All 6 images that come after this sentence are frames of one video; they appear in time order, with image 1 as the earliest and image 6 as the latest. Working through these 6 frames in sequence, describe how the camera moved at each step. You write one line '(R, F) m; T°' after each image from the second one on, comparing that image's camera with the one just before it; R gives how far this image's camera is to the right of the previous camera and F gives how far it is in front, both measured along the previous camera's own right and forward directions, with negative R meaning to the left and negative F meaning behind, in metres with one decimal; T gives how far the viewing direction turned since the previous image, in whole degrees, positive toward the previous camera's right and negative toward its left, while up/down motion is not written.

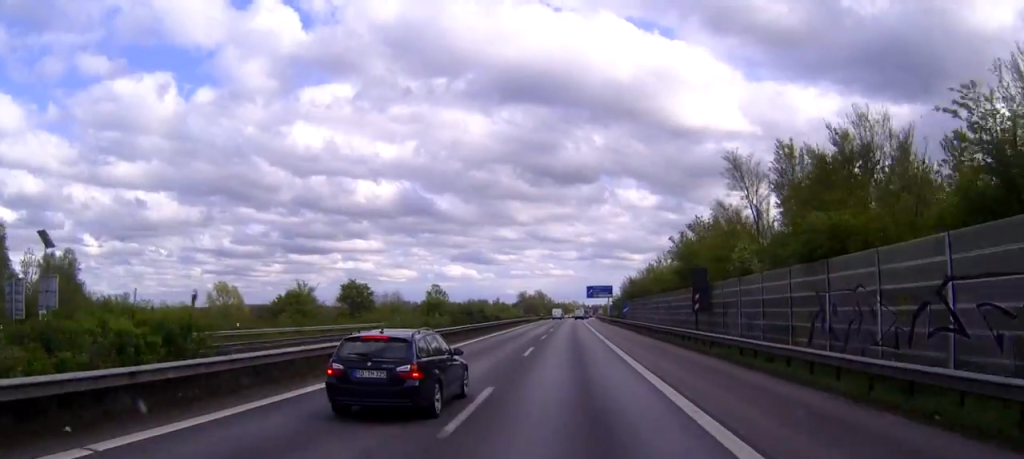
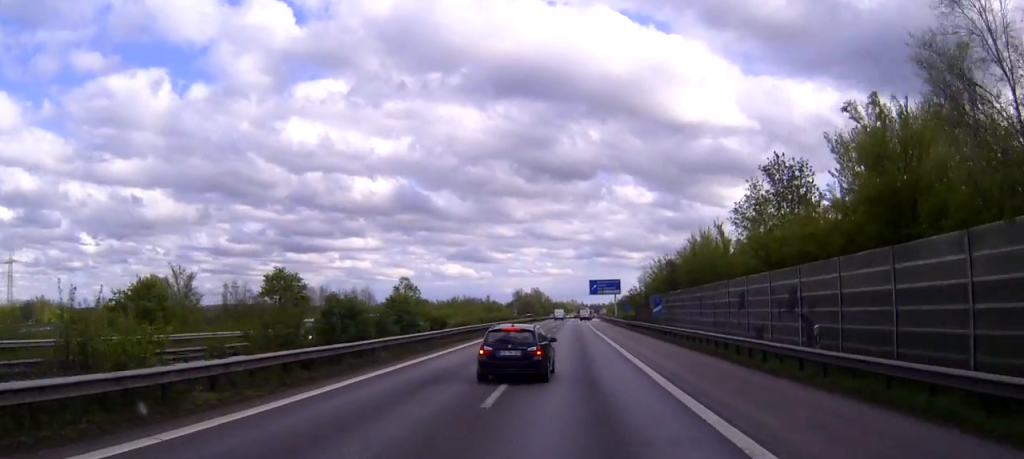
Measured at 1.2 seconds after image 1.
(0.0, +32.6) m; 0°
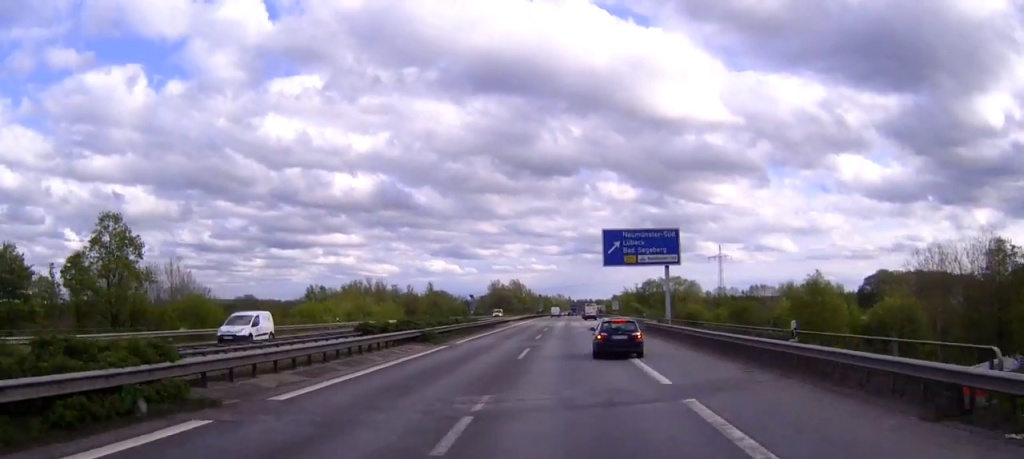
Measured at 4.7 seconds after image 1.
(+0.6, +94.3) m; +1°
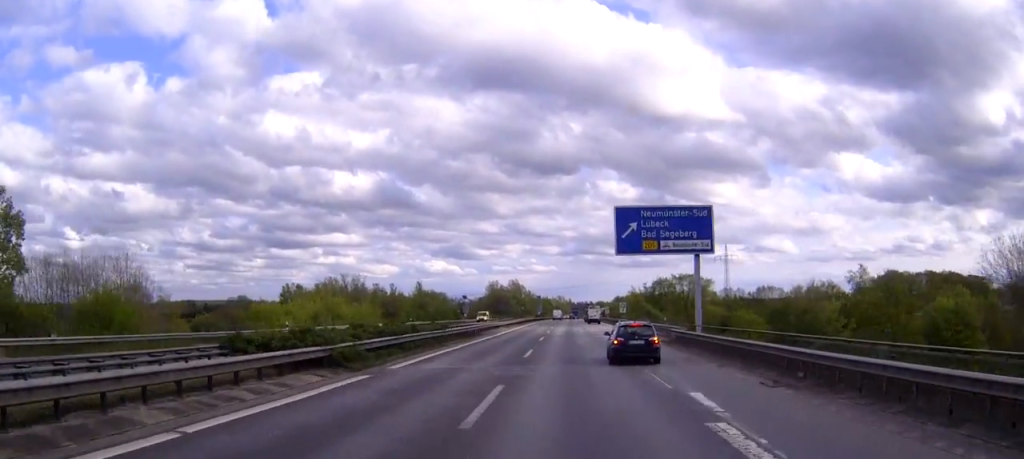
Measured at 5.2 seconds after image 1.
(0.0, +14.3) m; 0°
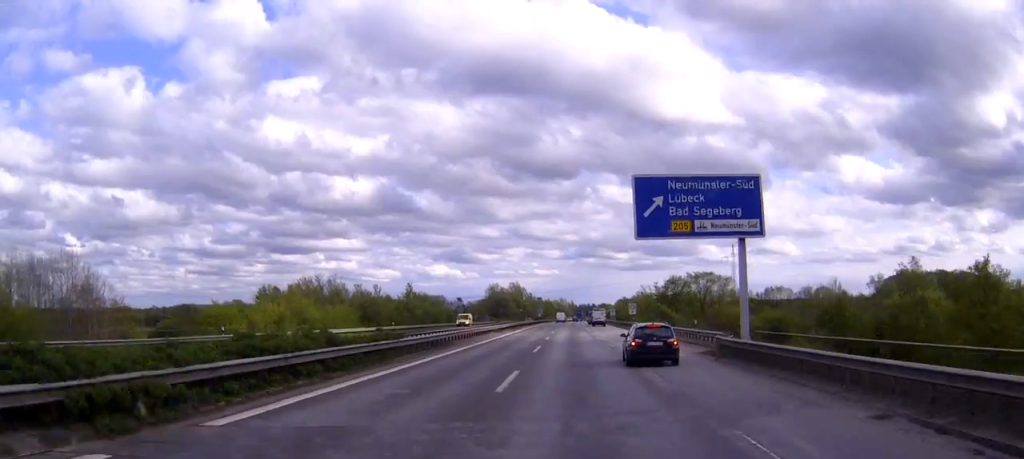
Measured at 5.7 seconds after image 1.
(0.0, +12.6) m; 0°
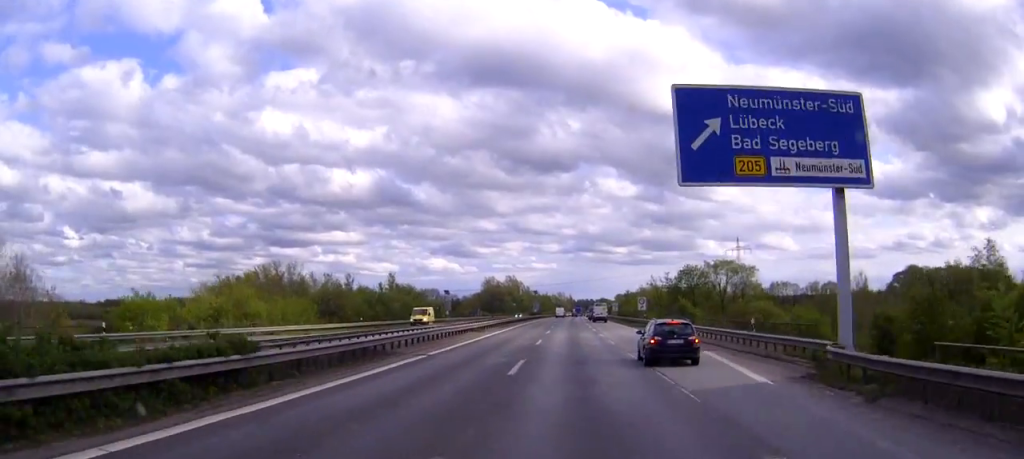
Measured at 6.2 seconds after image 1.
(0.0, +14.4) m; 0°
